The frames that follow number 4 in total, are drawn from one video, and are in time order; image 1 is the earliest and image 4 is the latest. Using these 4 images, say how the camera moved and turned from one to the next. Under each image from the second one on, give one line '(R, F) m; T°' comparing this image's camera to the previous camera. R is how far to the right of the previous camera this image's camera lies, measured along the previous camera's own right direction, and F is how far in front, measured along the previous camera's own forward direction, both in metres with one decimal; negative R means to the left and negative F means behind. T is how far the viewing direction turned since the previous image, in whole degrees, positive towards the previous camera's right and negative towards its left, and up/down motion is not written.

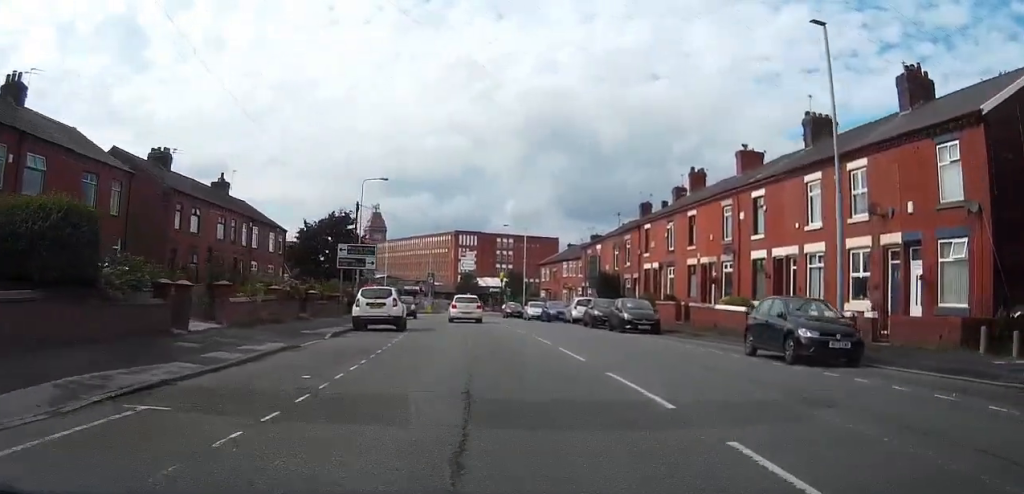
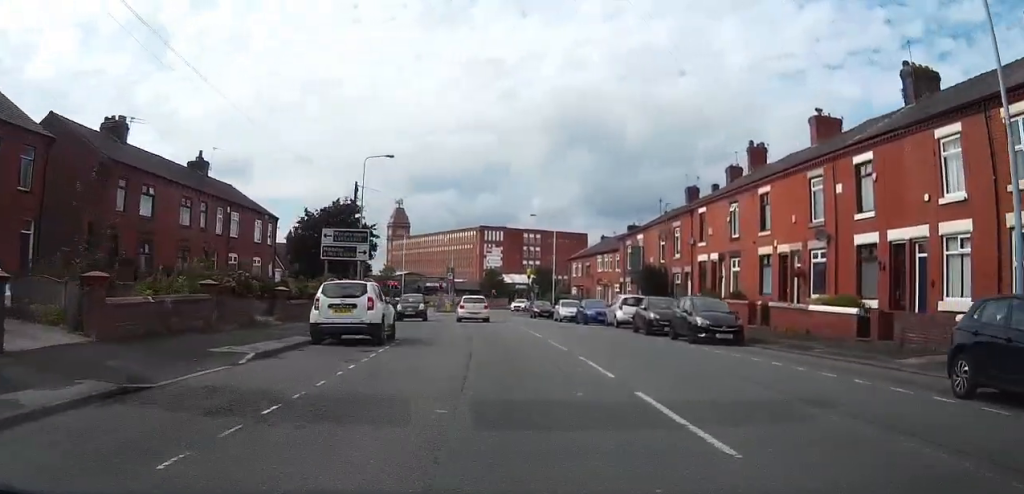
(-0.3, +8.9) m; -3°
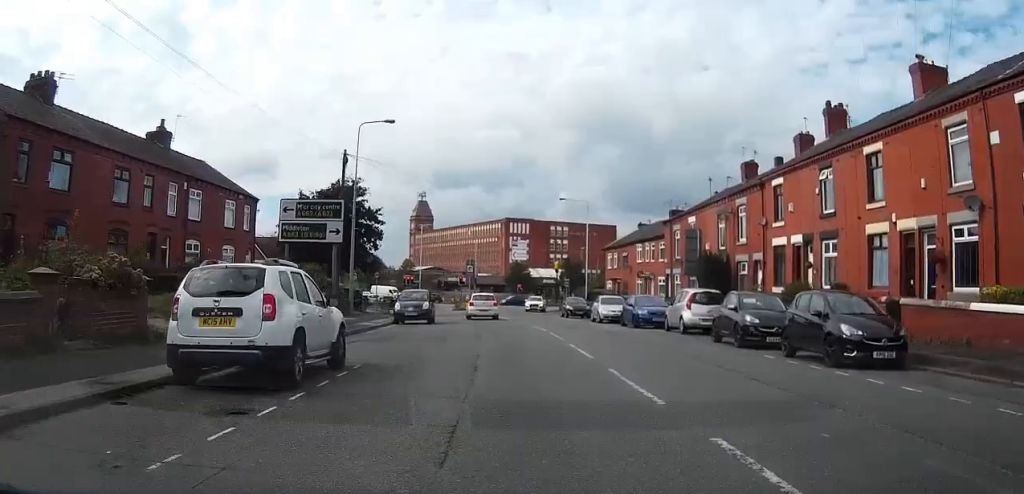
(-0.1, +9.5) m; -3°
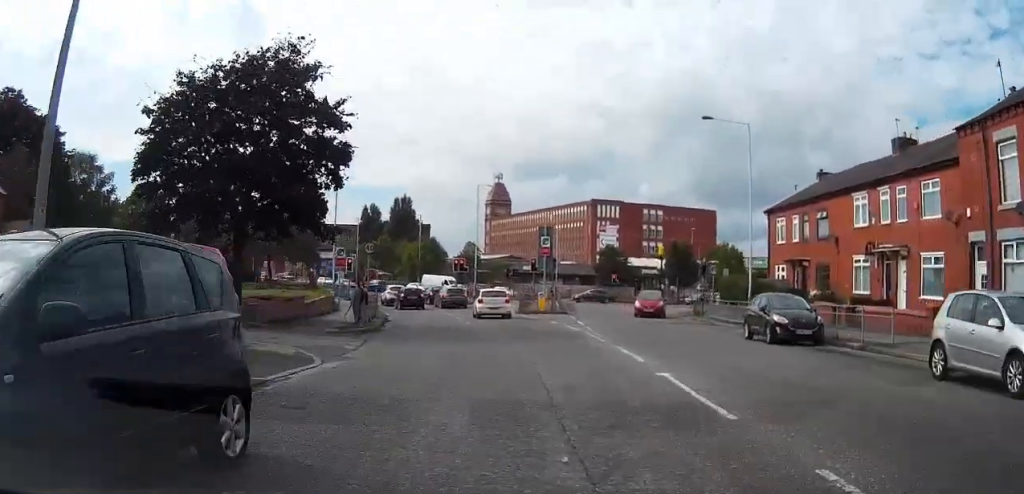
(-1.8, +33.3) m; -5°
